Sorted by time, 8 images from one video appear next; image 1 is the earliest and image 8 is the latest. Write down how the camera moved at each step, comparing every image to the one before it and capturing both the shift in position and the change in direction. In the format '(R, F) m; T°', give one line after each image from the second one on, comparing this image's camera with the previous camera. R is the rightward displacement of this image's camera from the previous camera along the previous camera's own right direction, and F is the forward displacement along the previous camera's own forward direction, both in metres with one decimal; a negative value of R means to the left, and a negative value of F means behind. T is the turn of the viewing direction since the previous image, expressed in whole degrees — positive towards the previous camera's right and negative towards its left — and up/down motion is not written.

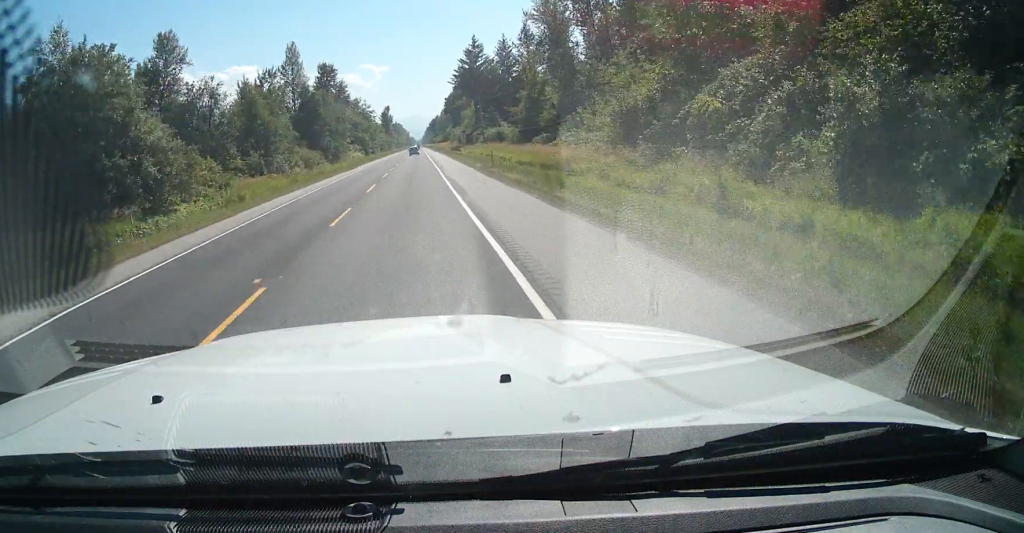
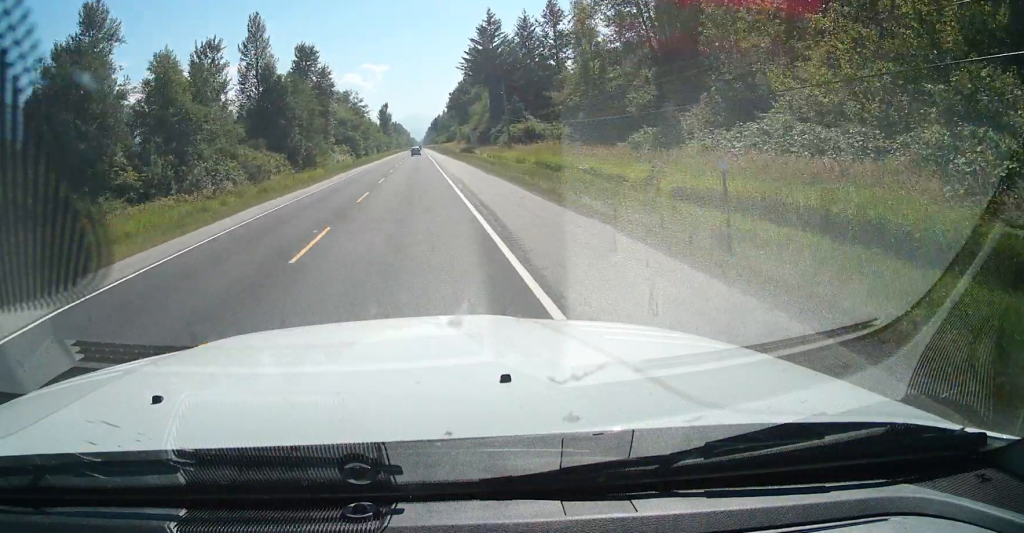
(-0.2, +34.0) m; -1°
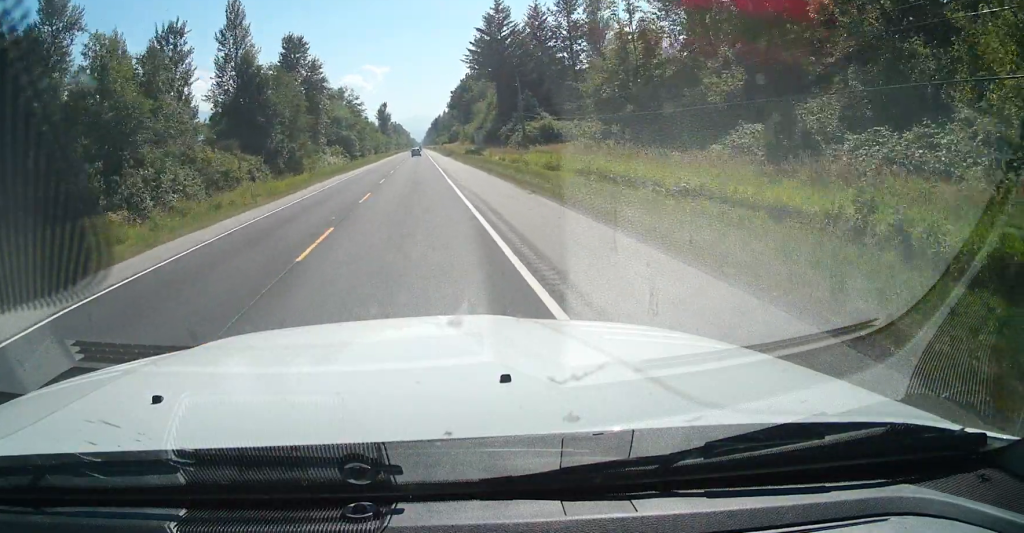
(-0.1, +13.0) m; 0°
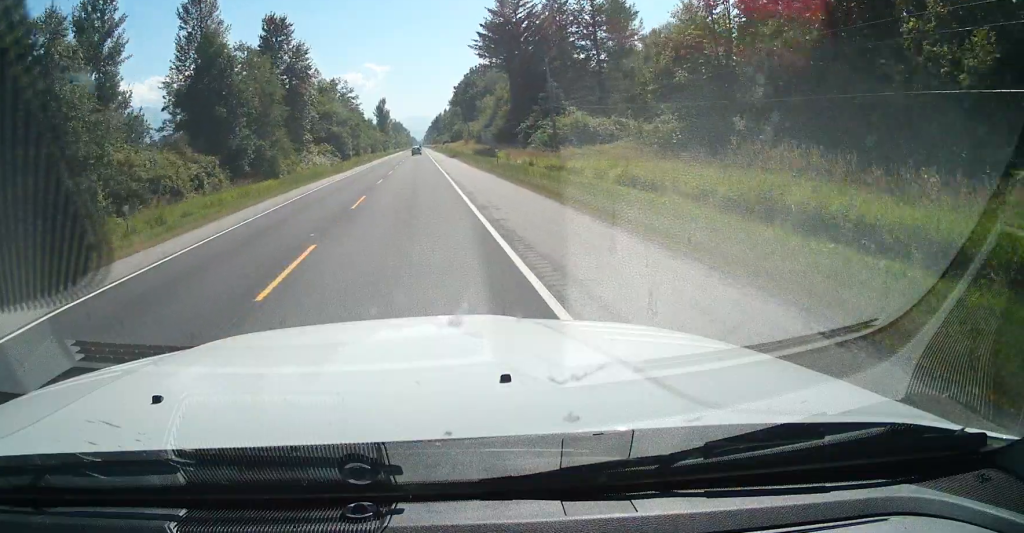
(-0.1, +17.0) m; 0°
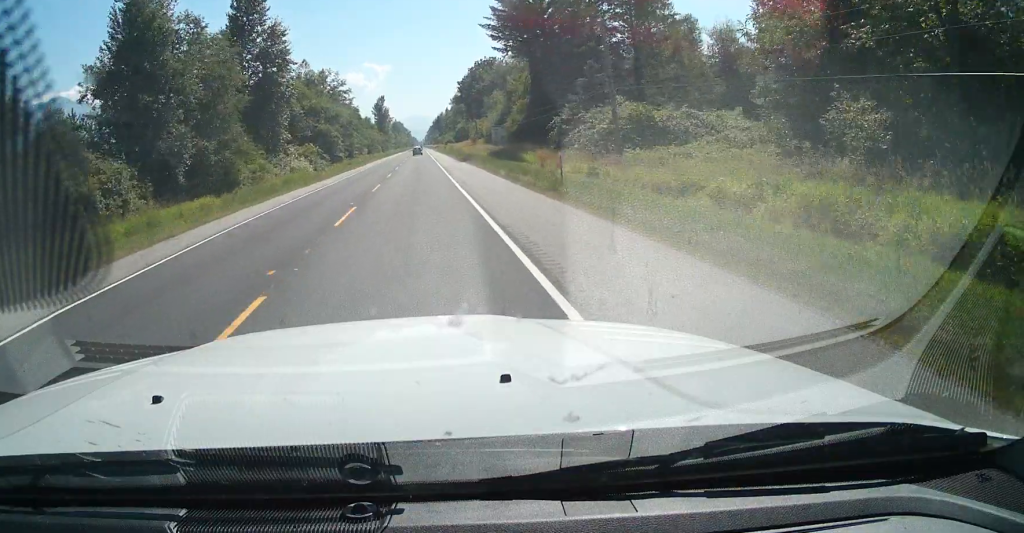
(0.0, +18.9) m; 0°
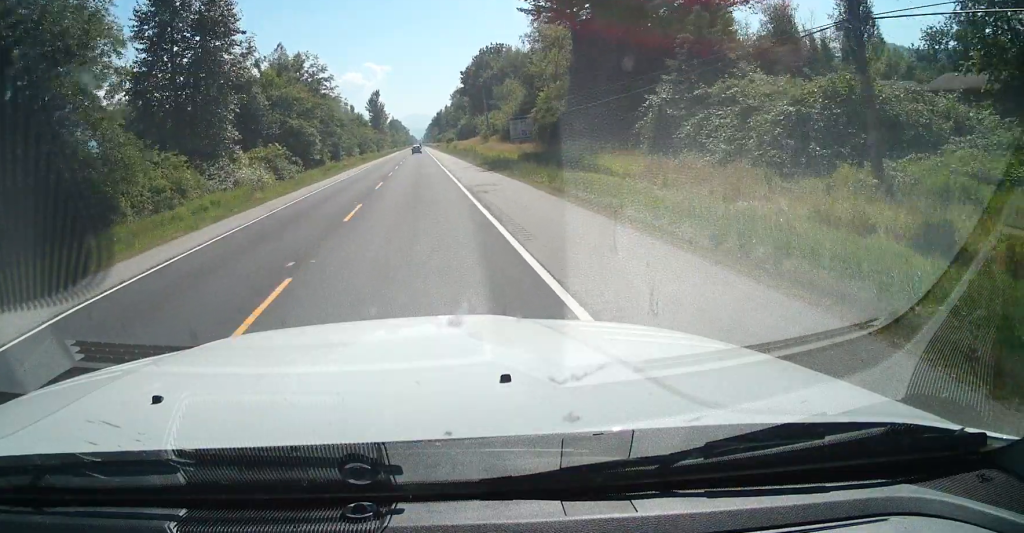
(0.0, +25.7) m; 0°
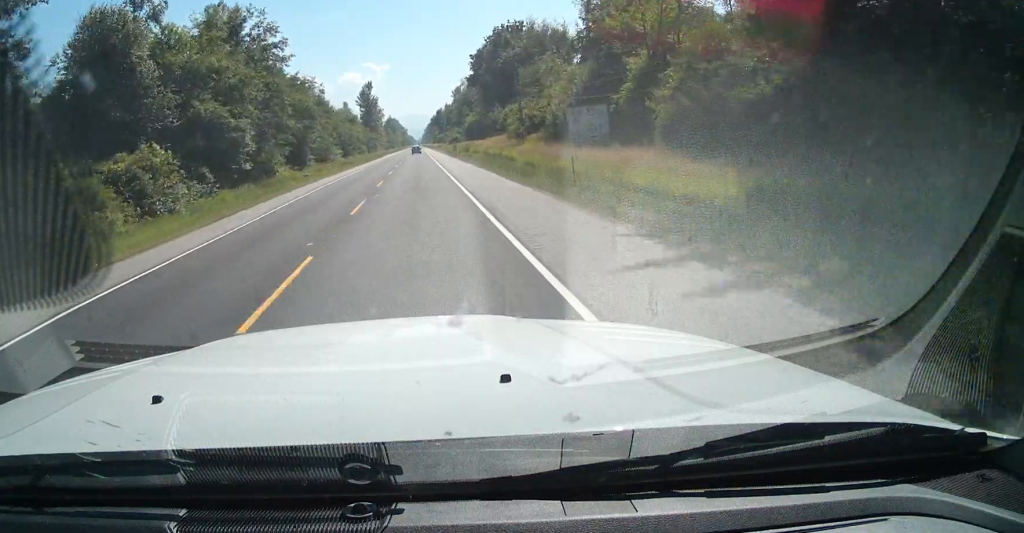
(+0.1, +39.2) m; 0°
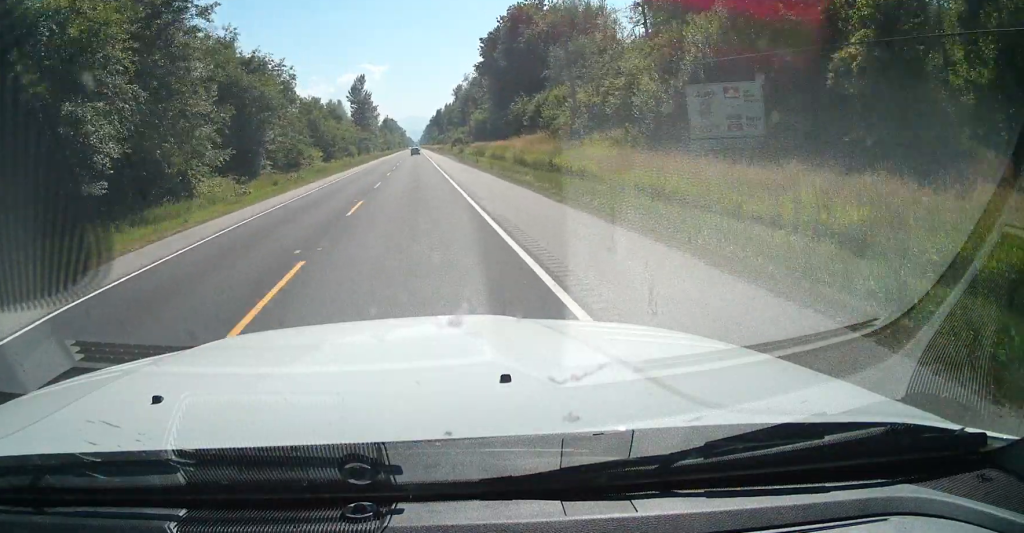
(+0.1, +27.5) m; 0°
